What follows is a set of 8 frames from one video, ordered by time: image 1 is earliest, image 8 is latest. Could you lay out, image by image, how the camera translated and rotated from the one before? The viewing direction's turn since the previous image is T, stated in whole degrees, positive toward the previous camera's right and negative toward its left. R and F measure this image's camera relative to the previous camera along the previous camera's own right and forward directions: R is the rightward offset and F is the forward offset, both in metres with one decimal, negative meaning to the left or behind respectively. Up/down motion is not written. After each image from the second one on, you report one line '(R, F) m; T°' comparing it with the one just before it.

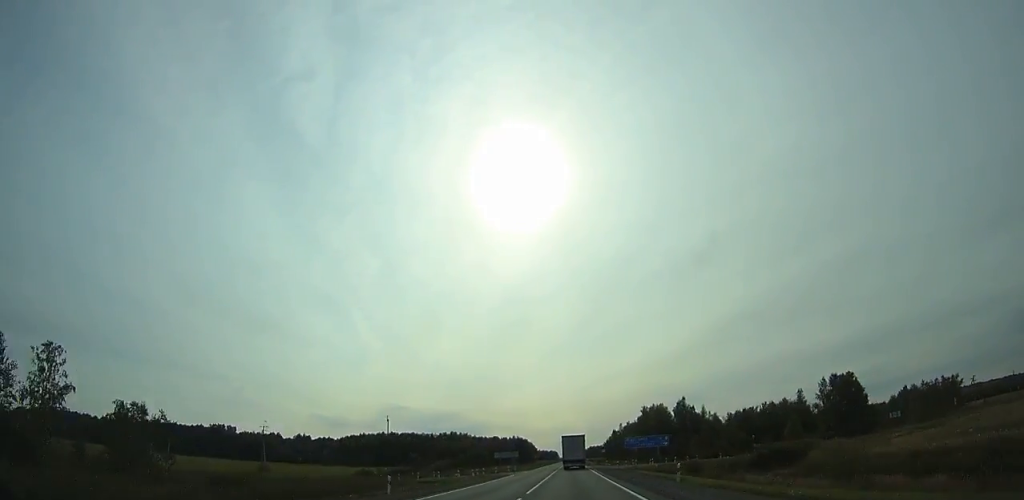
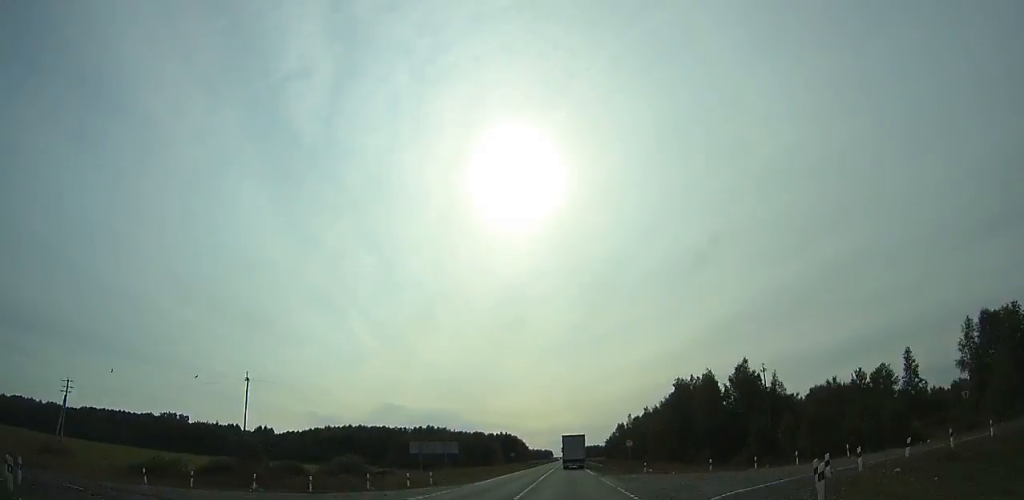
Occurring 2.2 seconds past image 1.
(+0.1, +50.9) m; 0°
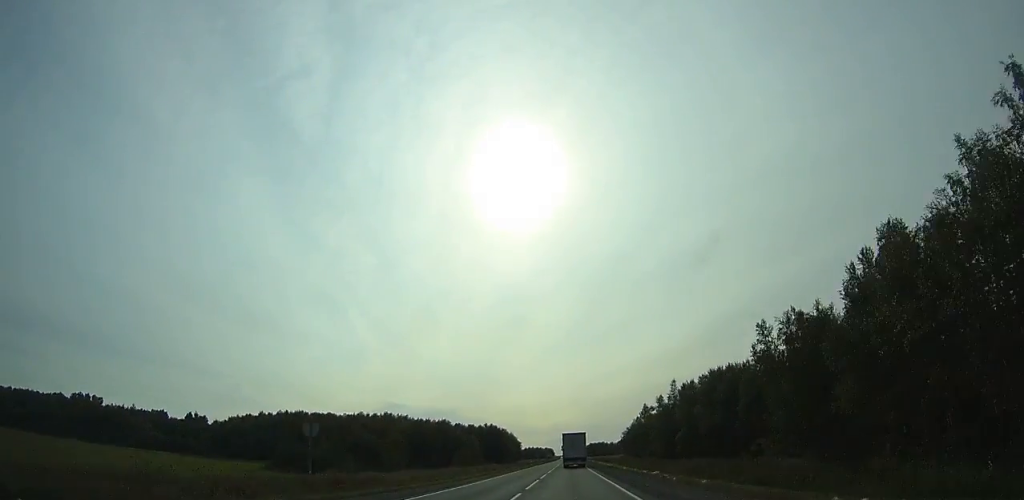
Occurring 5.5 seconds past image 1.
(0.0, +77.2) m; 0°
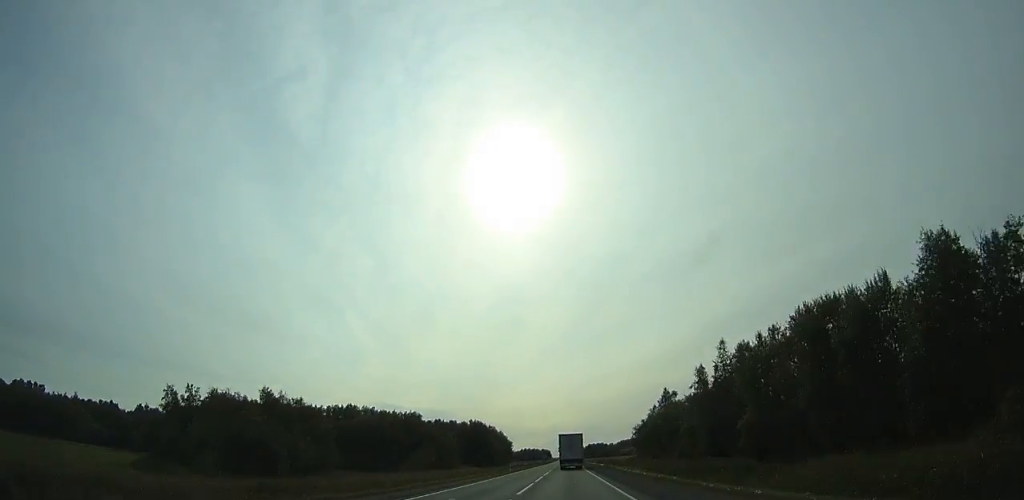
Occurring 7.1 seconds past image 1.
(0.0, +37.7) m; 0°
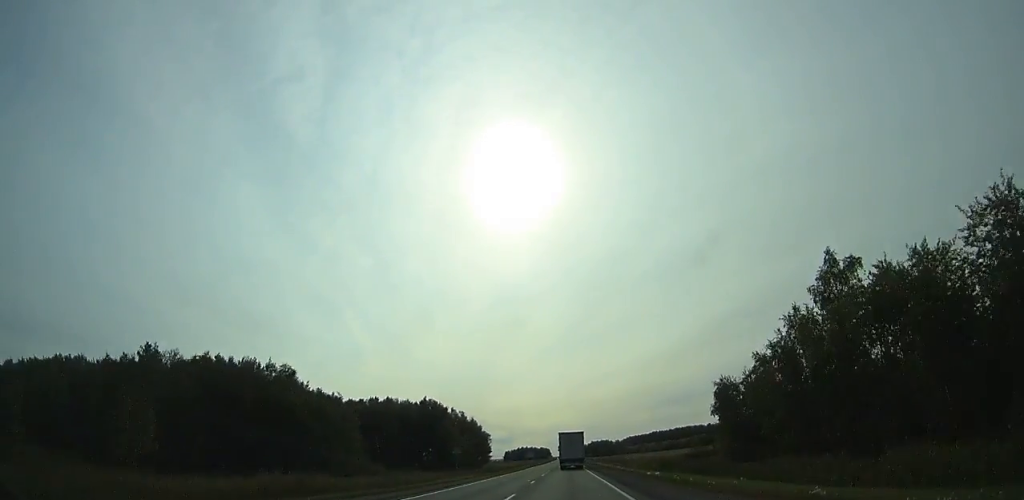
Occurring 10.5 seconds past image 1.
(0.0, +80.5) m; 0°
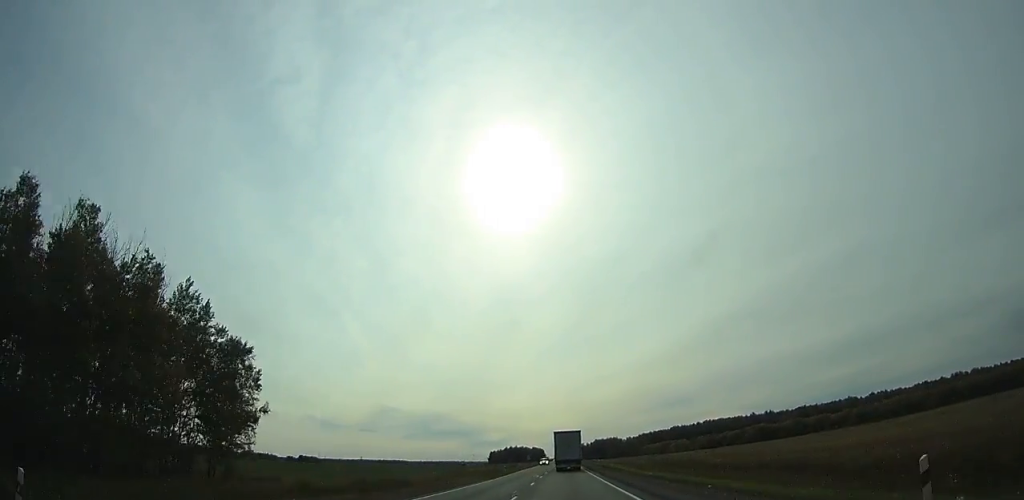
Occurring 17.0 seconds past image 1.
(-0.4, +155.6) m; 0°
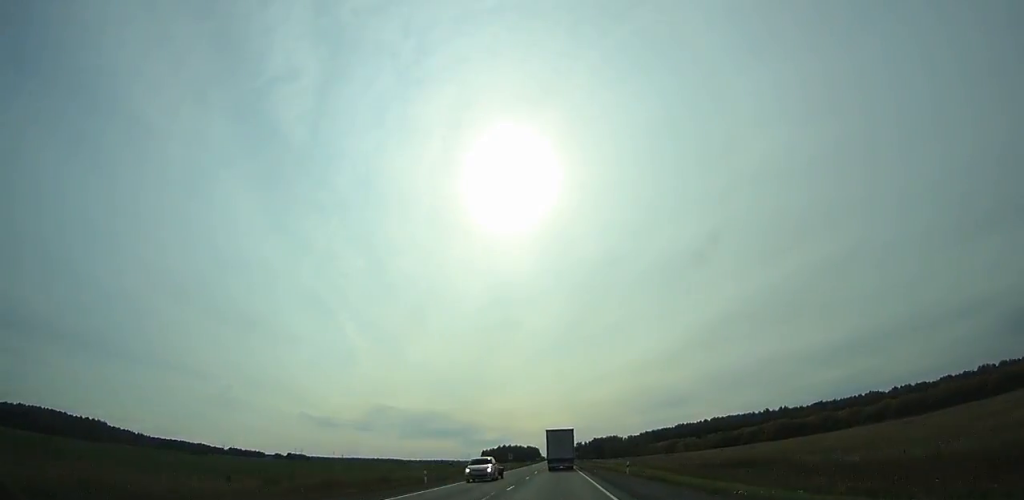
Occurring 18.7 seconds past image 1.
(0.0, +41.0) m; 0°
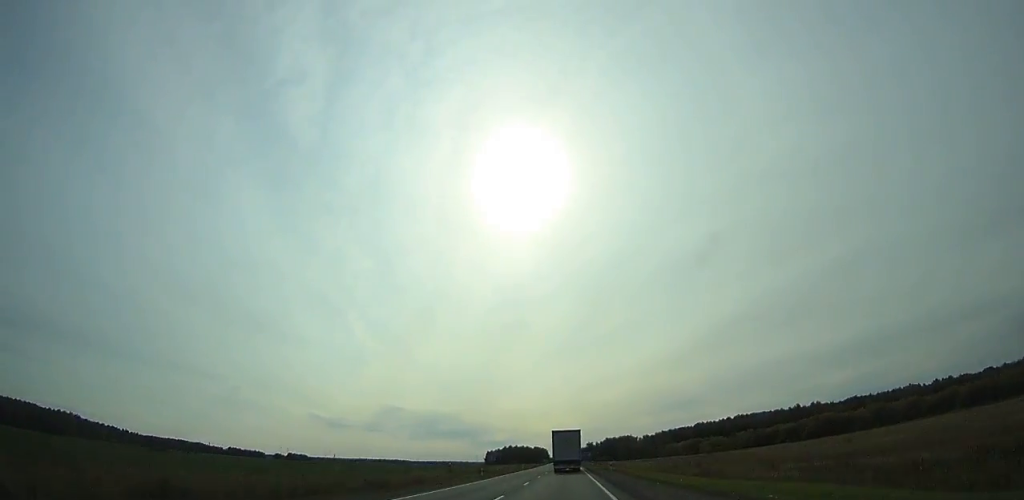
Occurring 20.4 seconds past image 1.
(0.0, +41.1) m; 0°
